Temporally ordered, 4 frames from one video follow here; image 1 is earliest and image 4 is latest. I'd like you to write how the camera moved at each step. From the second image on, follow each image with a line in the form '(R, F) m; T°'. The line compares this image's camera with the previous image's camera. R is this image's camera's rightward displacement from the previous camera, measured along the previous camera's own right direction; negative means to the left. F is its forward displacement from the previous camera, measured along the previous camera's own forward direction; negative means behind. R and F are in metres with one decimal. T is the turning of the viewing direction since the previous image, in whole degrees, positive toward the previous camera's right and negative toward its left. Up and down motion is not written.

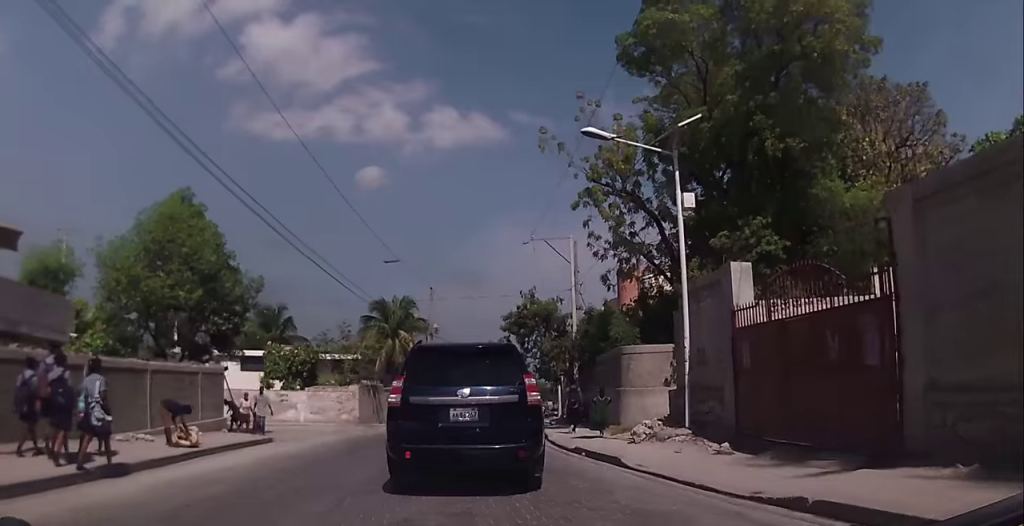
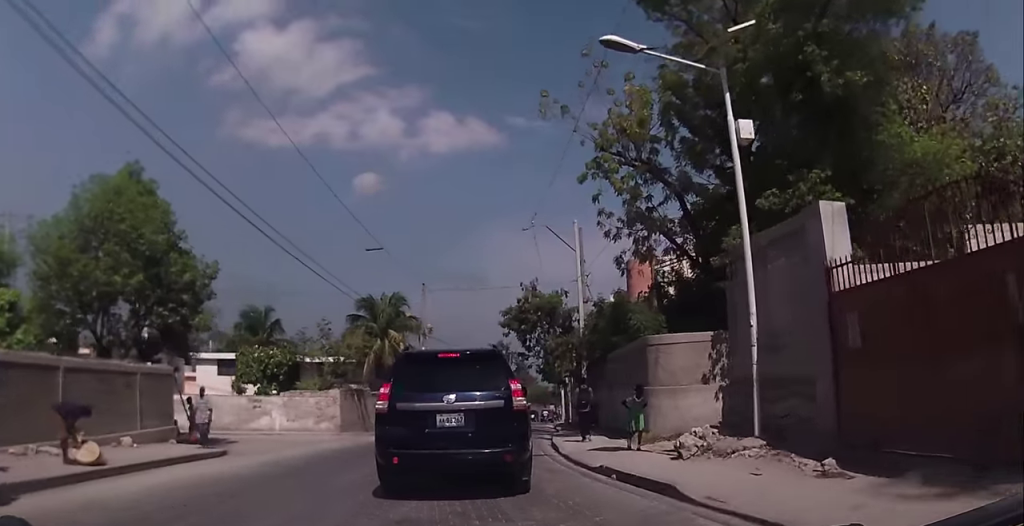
(+0.1, +3.8) m; -3°
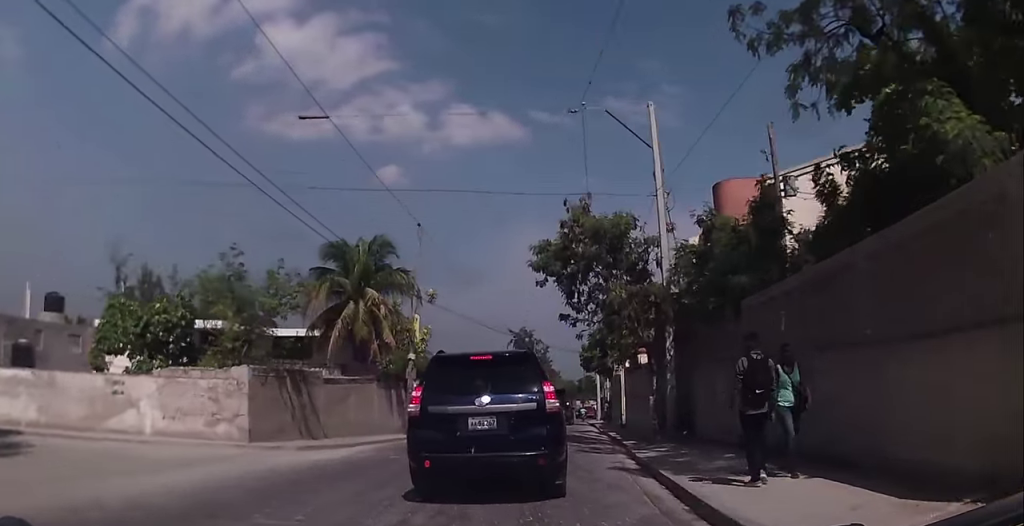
(0.0, +13.0) m; +4°
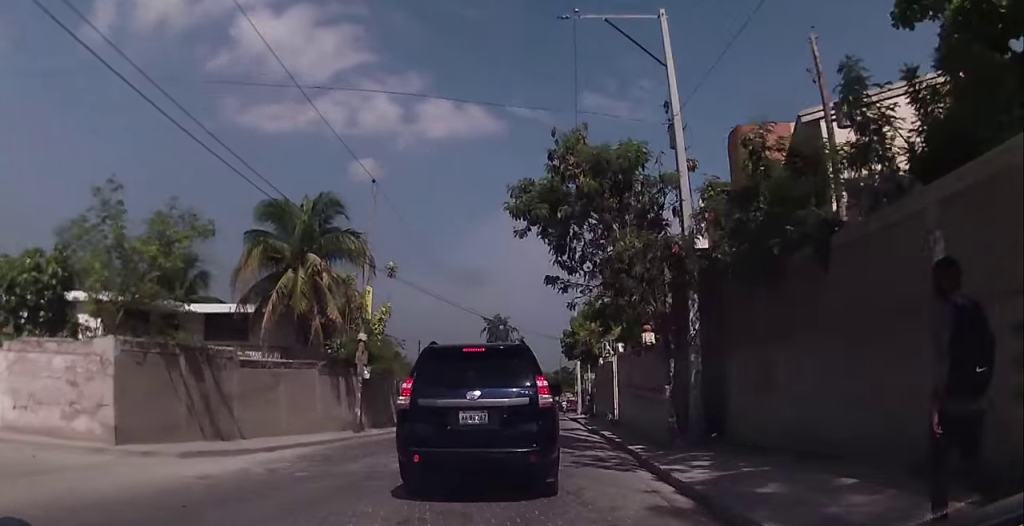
(0.0, +5.2) m; 0°
